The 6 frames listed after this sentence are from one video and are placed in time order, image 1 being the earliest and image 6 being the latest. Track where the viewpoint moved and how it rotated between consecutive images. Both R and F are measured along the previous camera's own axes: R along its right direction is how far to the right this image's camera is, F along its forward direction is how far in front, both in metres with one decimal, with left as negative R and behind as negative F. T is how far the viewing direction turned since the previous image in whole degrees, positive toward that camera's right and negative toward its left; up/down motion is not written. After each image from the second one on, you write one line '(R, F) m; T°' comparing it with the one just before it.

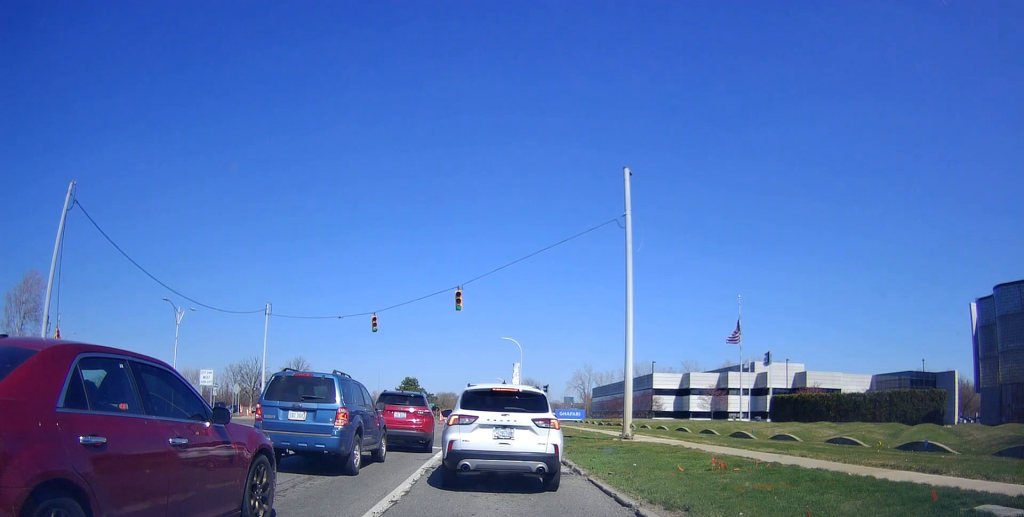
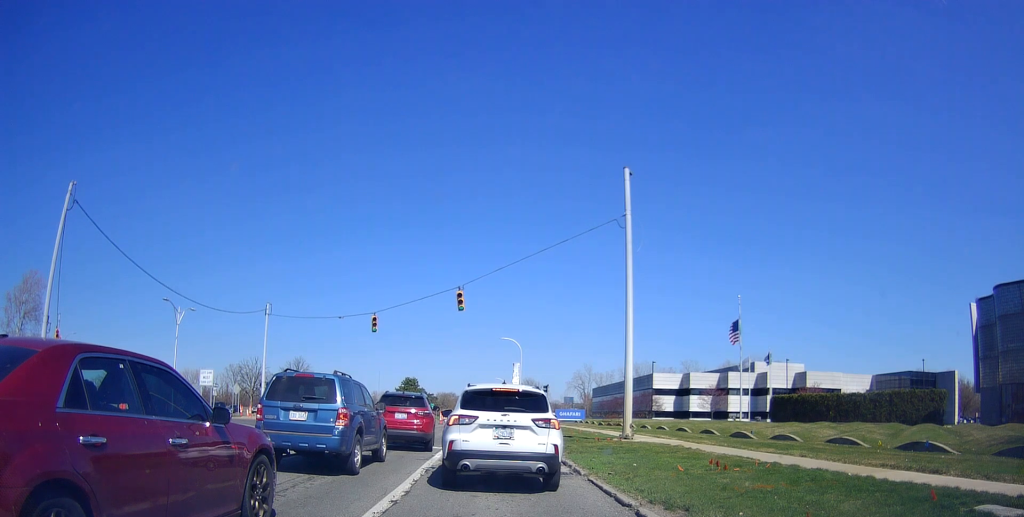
(-0.2, +0.1) m; 0°
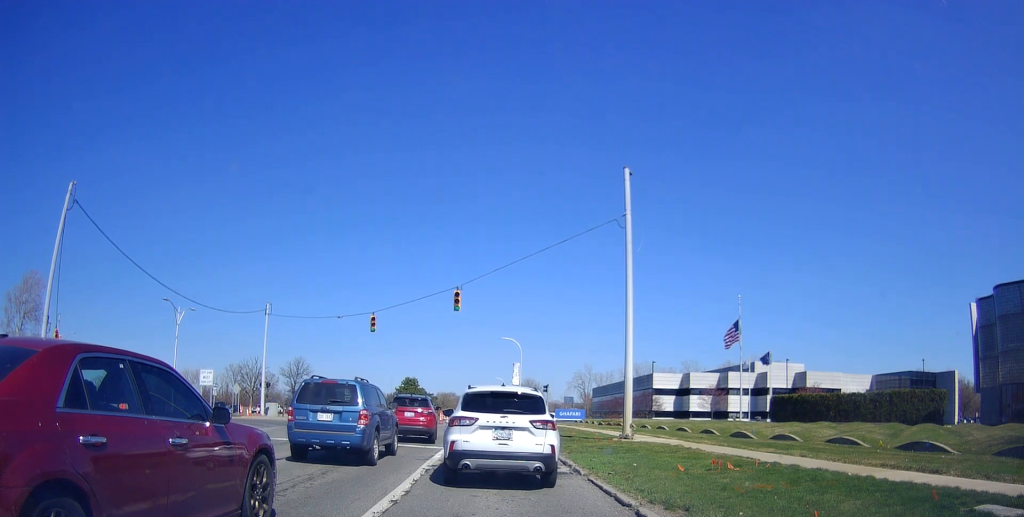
(-0.2, +0.1) m; 0°
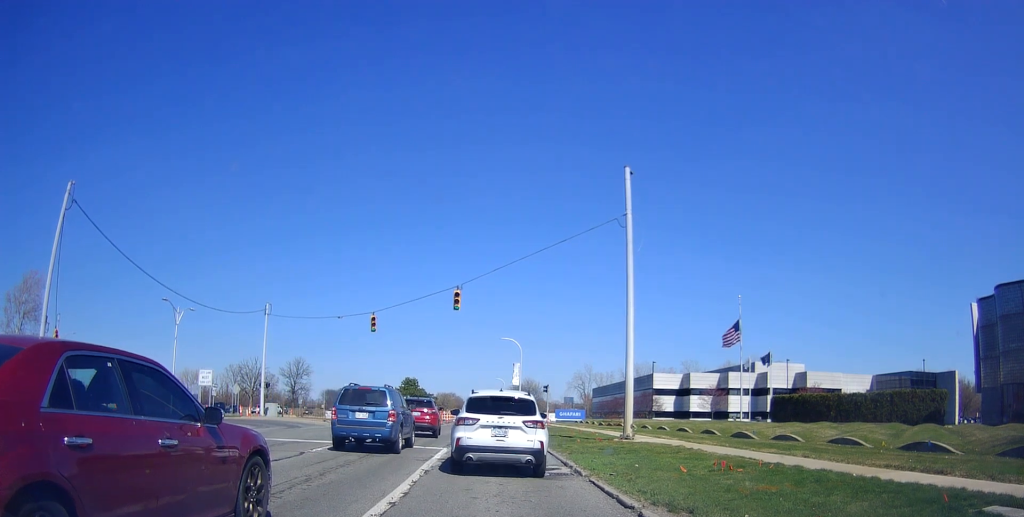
(-0.1, 0.0) m; 0°
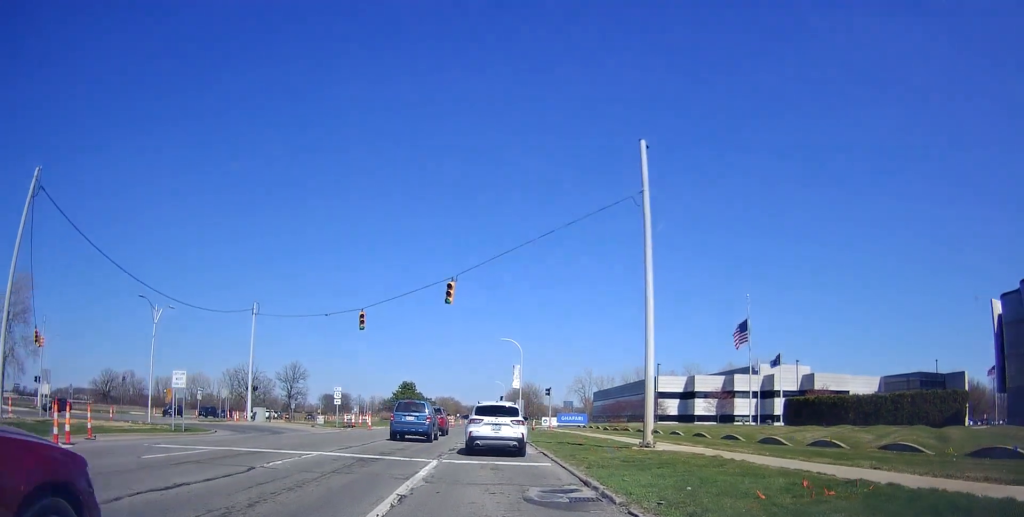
(-0.2, +0.5) m; -1°
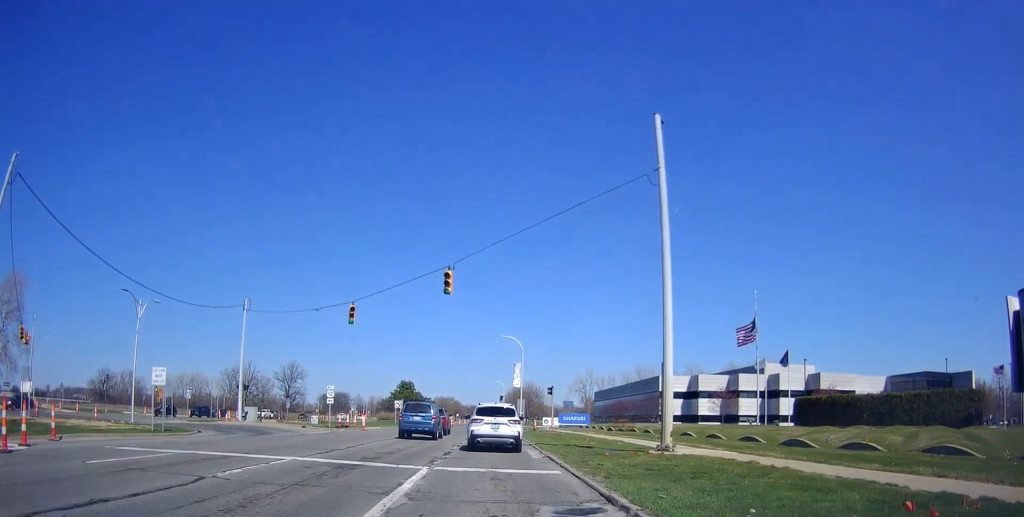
(-0.1, +0.5) m; -1°
